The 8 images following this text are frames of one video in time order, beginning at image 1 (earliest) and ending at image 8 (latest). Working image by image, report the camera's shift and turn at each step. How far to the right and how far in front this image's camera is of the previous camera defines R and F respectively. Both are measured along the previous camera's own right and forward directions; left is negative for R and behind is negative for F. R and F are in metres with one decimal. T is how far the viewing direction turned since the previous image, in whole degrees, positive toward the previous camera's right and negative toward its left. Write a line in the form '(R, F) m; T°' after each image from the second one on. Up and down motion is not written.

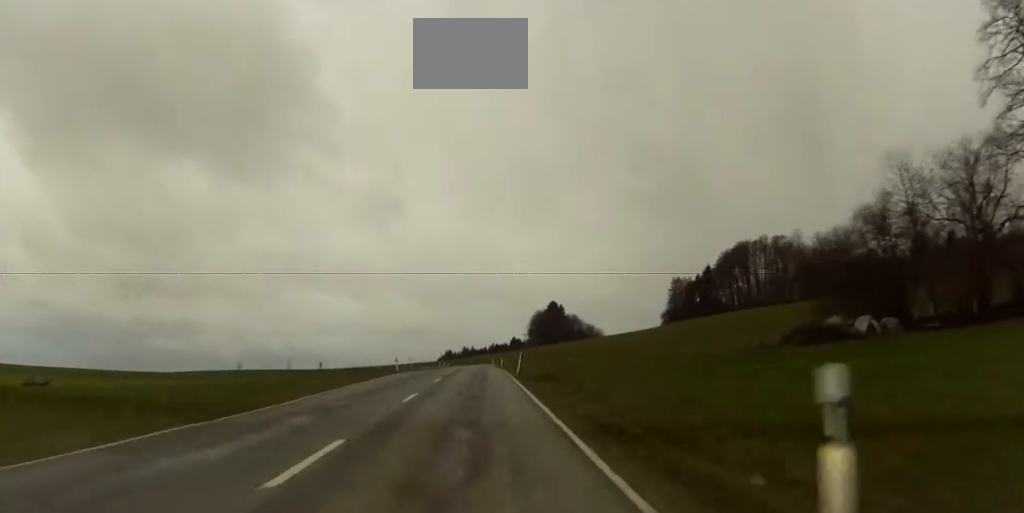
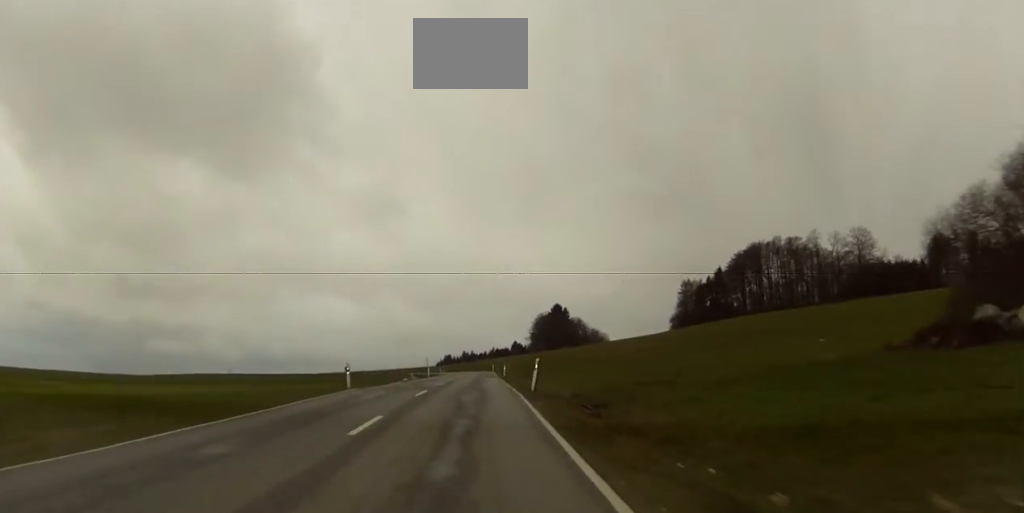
(+0.2, +20.5) m; +1°
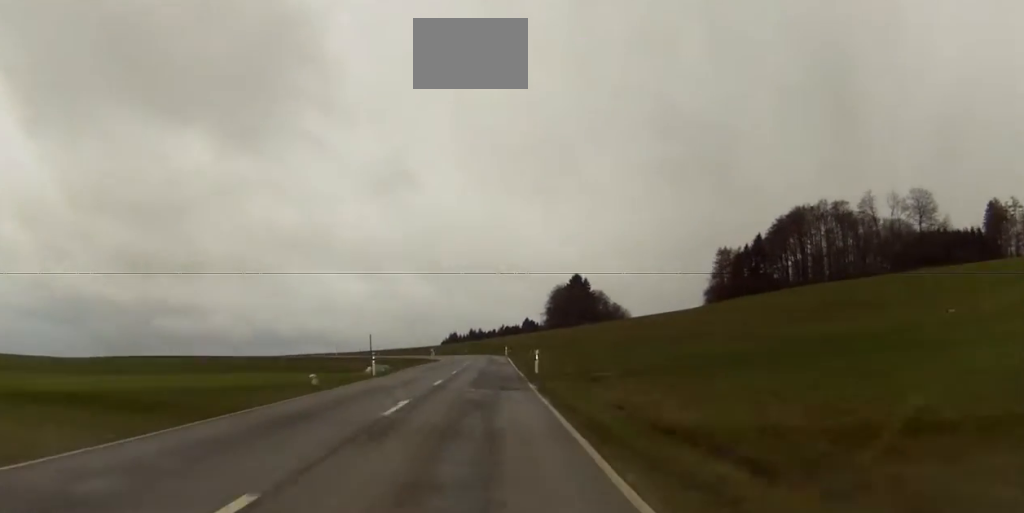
(-0.1, +49.7) m; 0°
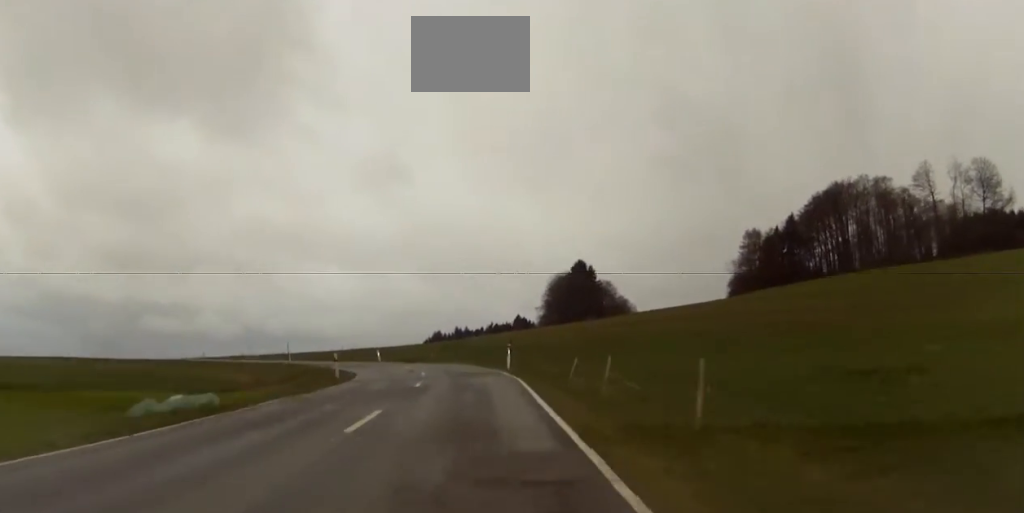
(+0.3, +53.4) m; 0°
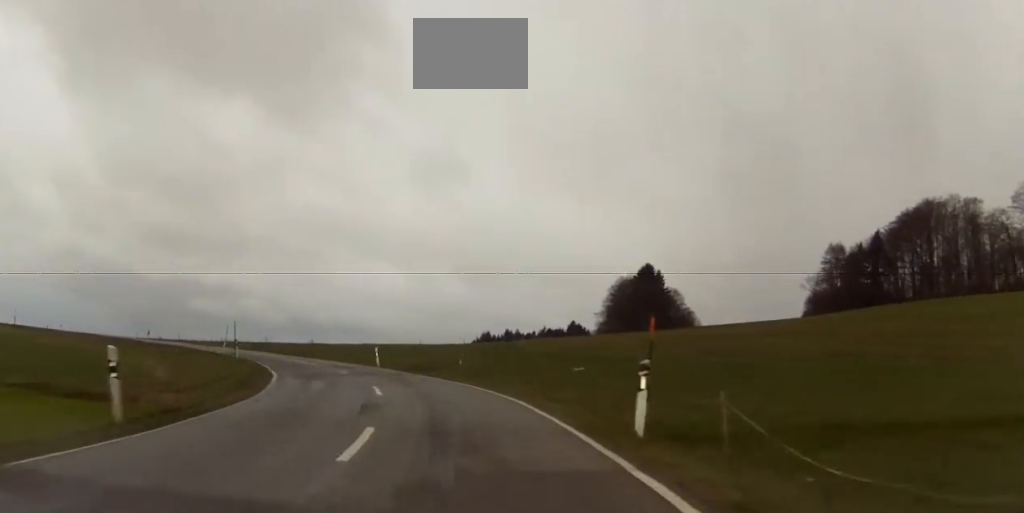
(-0.4, +29.2) m; -4°
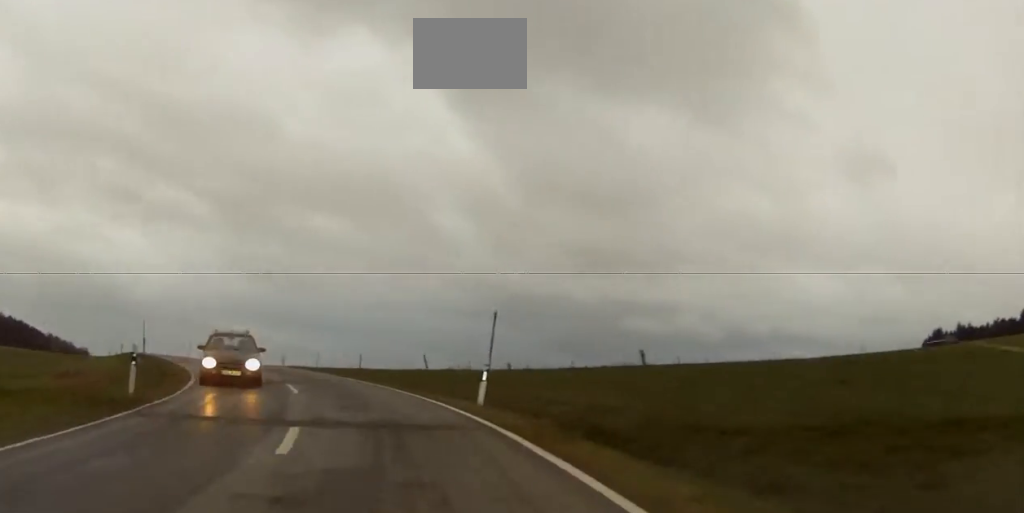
(-10.5, +59.4) m; -25°
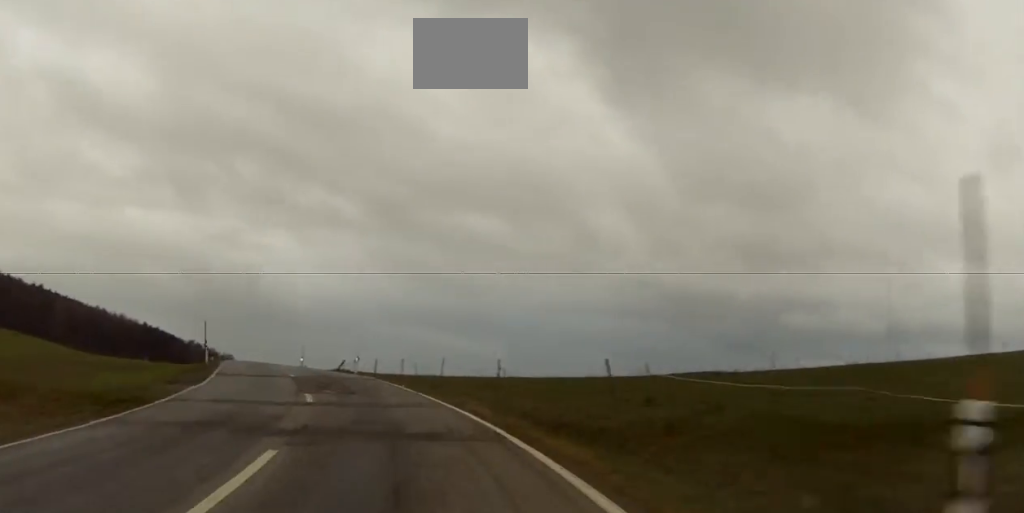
(-0.2, +15.3) m; -8°
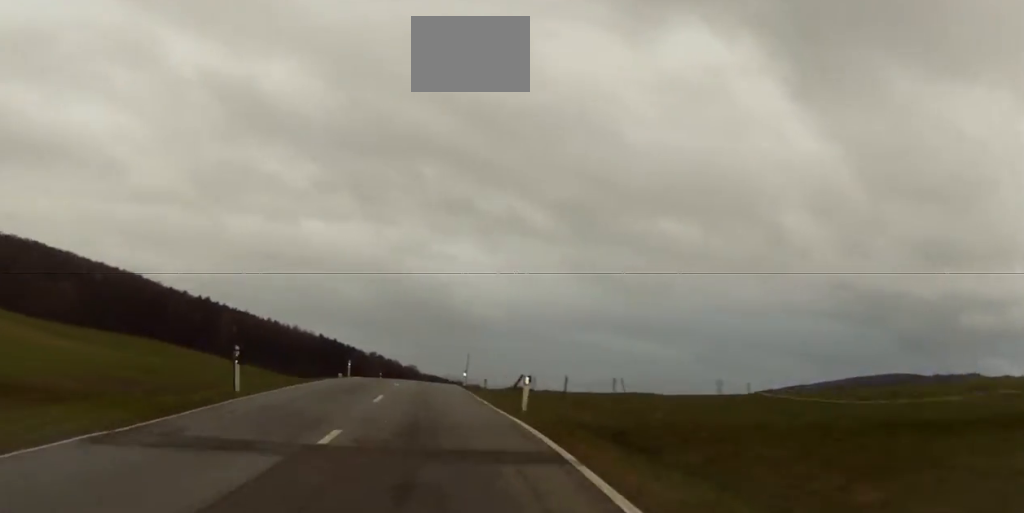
(-2.8, +20.3) m; -10°
